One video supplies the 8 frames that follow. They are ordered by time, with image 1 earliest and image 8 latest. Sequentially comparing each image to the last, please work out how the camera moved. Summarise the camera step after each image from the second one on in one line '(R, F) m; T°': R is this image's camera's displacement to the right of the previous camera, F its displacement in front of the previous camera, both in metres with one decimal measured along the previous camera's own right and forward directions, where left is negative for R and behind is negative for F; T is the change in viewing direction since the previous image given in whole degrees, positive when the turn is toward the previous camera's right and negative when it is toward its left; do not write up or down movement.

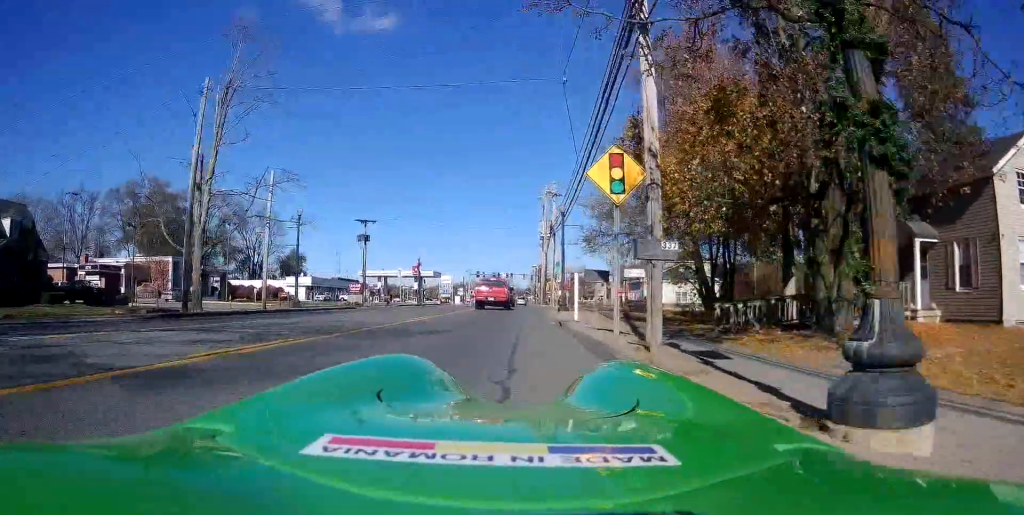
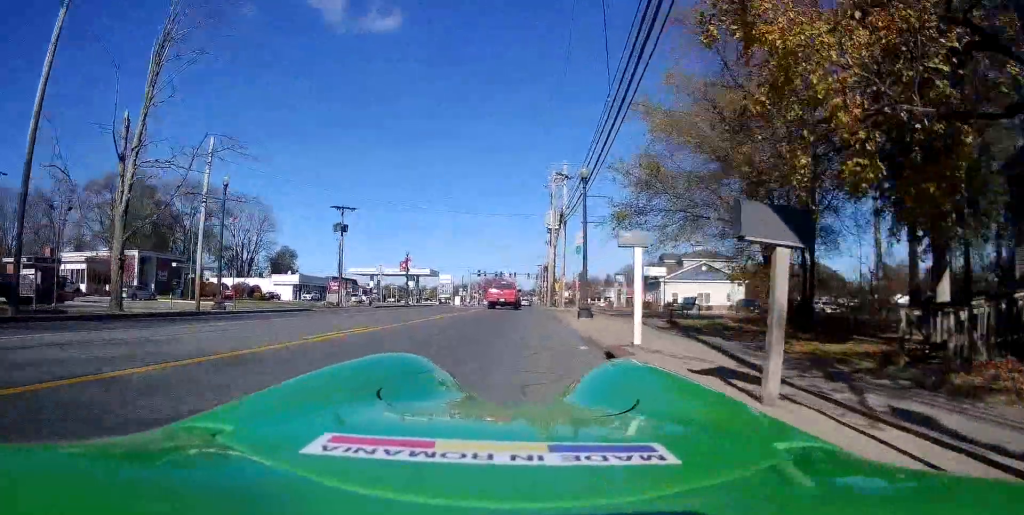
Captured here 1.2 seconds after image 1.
(+0.2, +8.7) m; +4°
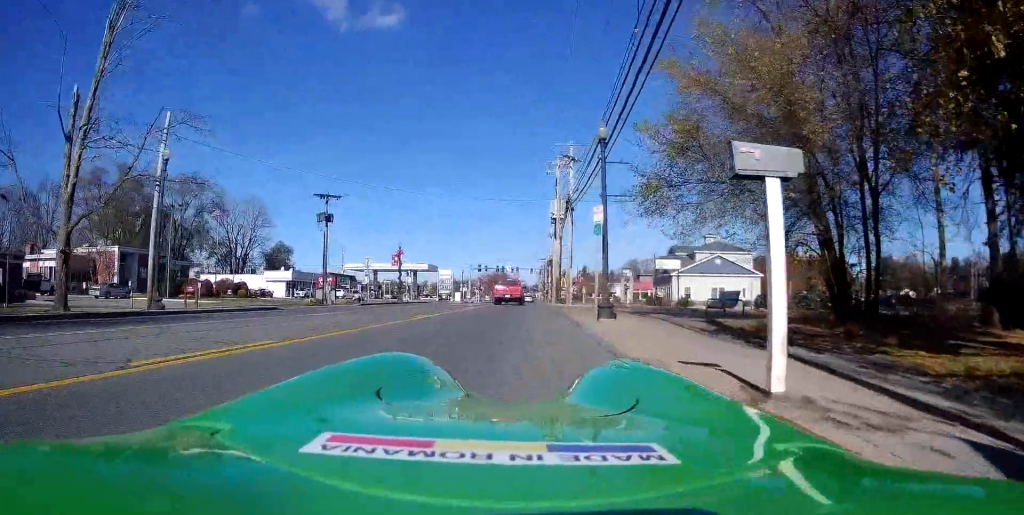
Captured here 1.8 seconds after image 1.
(+0.2, +4.7) m; +2°
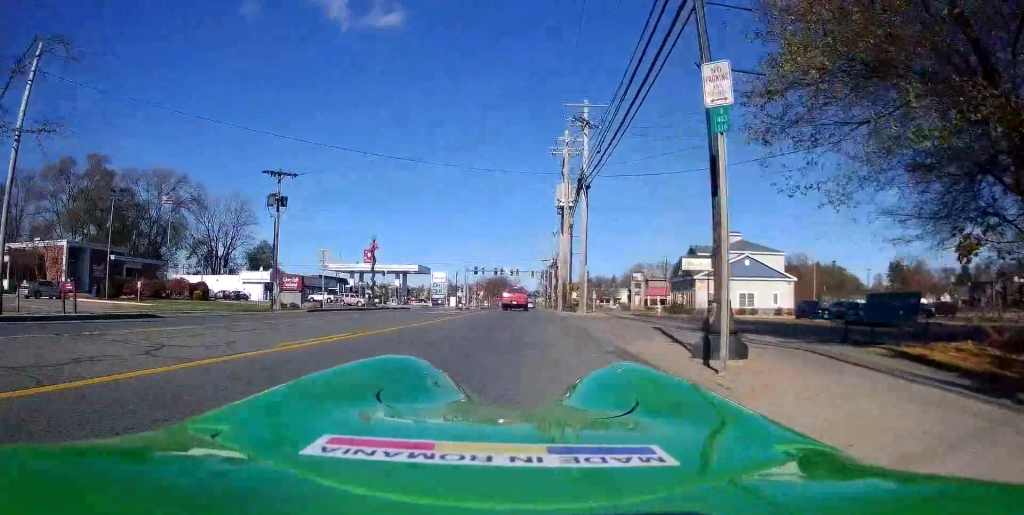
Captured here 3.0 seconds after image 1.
(0.0, +9.2) m; 0°
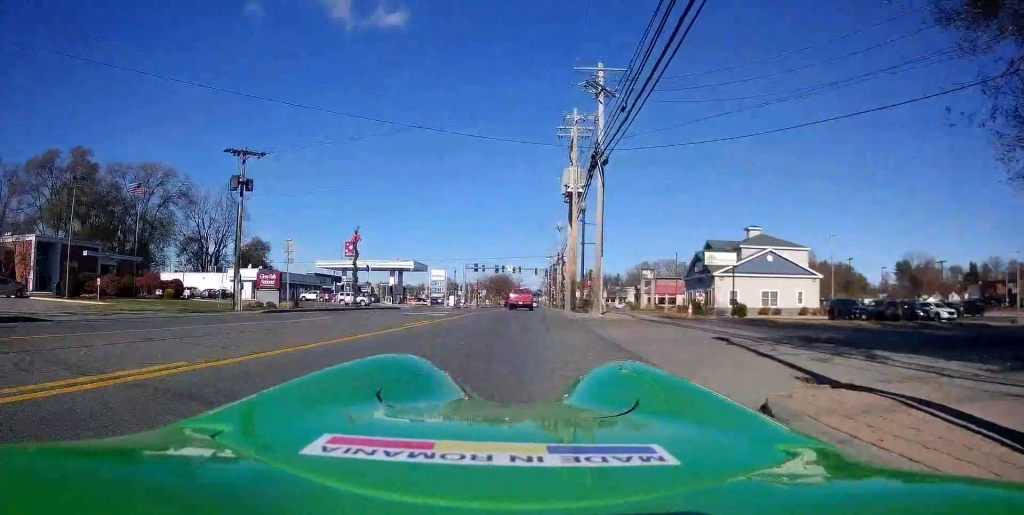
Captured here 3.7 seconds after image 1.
(0.0, +5.4) m; 0°
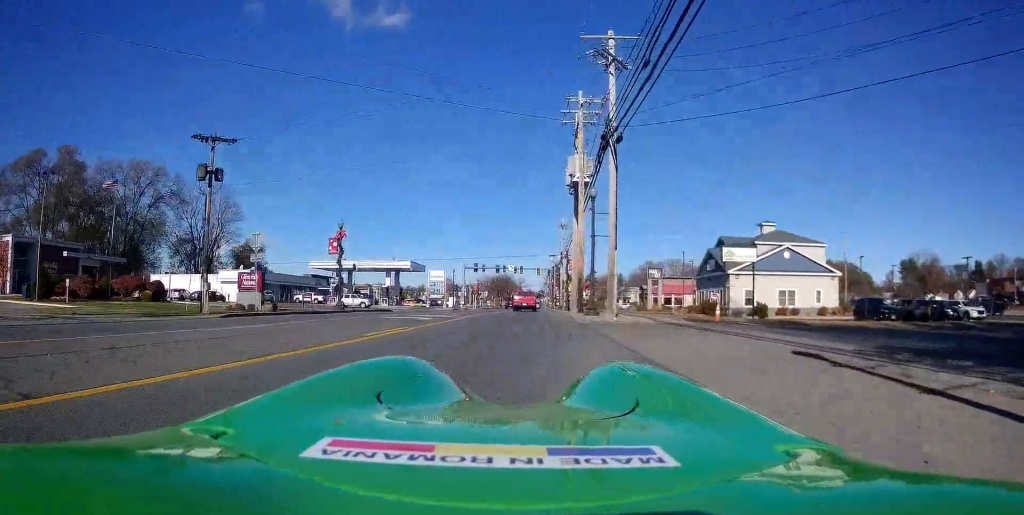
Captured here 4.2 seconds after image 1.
(0.0, +3.6) m; -1°
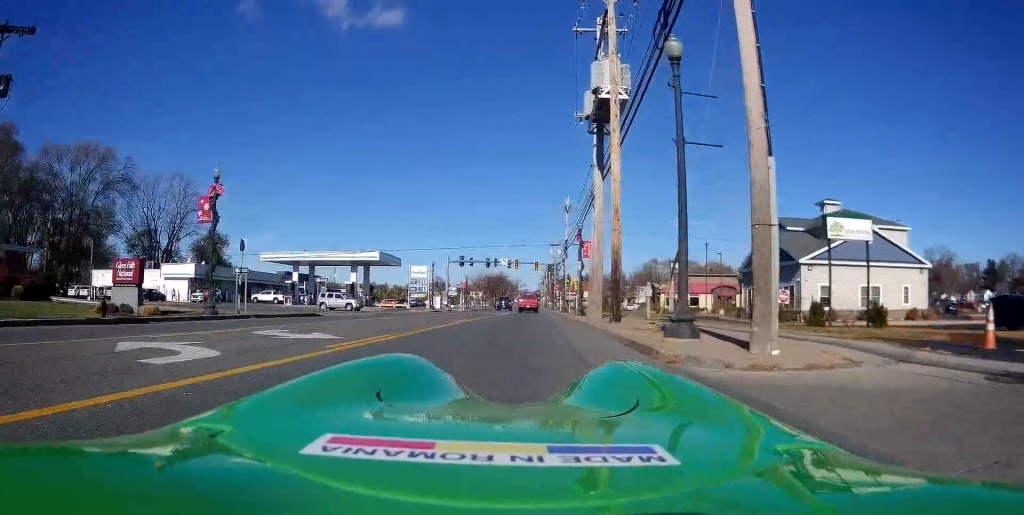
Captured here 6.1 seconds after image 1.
(-0.5, +15.0) m; 0°
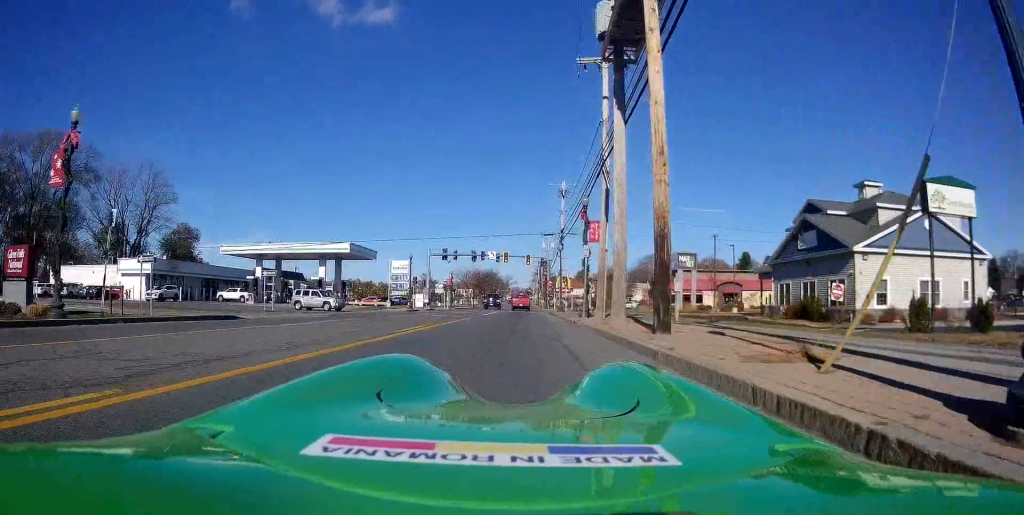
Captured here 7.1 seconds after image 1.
(+0.4, +7.8) m; +4°
